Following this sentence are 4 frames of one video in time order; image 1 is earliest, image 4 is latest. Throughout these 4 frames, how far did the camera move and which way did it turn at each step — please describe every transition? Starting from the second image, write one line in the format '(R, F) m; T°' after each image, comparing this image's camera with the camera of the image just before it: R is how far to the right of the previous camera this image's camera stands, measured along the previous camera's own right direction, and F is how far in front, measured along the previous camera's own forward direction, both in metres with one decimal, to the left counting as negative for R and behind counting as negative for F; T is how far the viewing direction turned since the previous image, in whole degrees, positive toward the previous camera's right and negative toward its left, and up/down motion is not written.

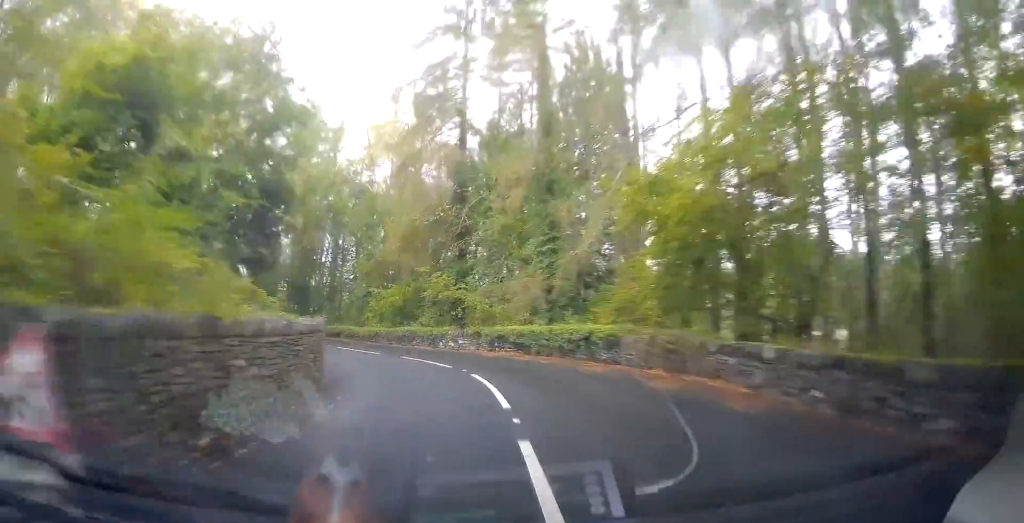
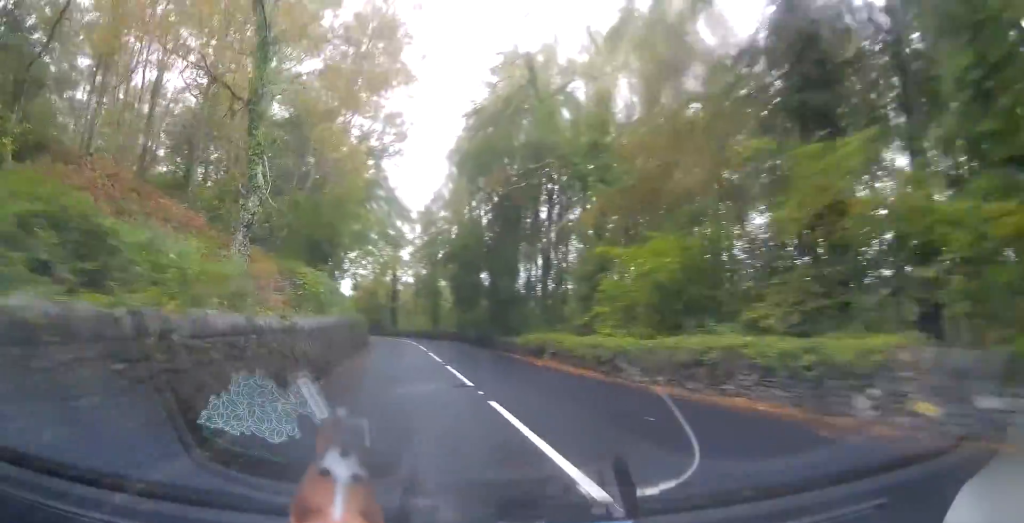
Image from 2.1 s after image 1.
(-1.6, +21.5) m; -18°
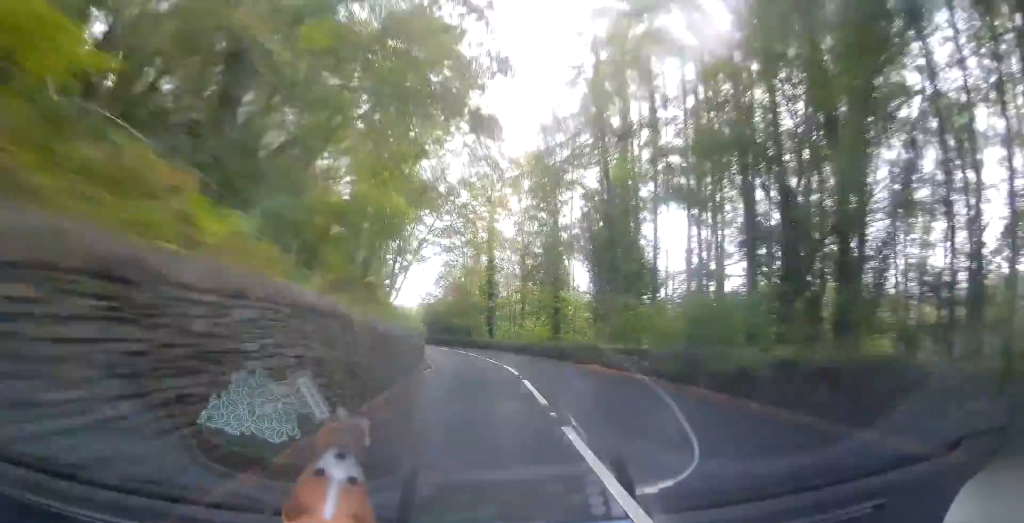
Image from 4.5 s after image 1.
(-4.2, +29.9) m; -9°
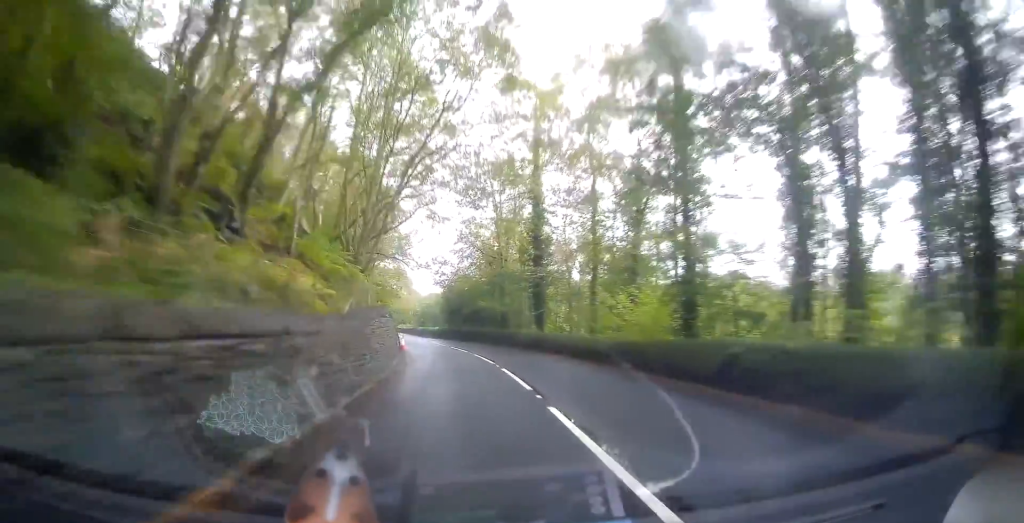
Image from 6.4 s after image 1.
(0.0, +25.8) m; -3°
